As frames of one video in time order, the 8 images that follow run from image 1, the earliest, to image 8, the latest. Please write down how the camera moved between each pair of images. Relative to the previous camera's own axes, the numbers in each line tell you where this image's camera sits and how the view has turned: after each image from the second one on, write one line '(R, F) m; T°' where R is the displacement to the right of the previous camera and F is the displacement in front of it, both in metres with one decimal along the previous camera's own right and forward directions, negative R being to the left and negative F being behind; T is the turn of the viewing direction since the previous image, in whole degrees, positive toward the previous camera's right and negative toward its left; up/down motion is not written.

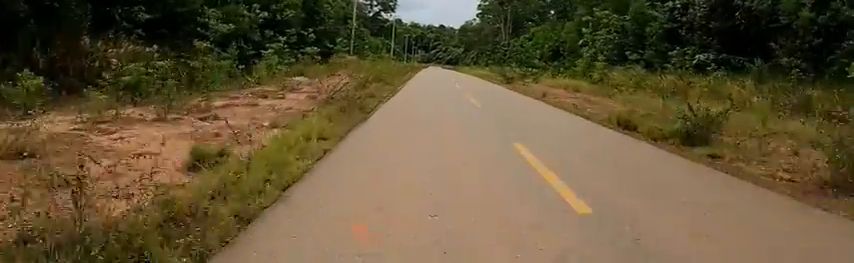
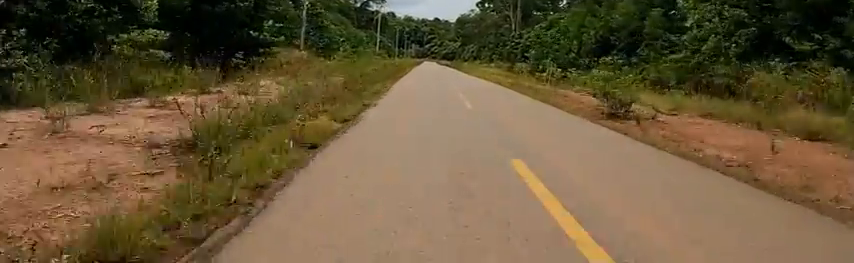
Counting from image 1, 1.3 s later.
(+0.7, +17.0) m; +2°
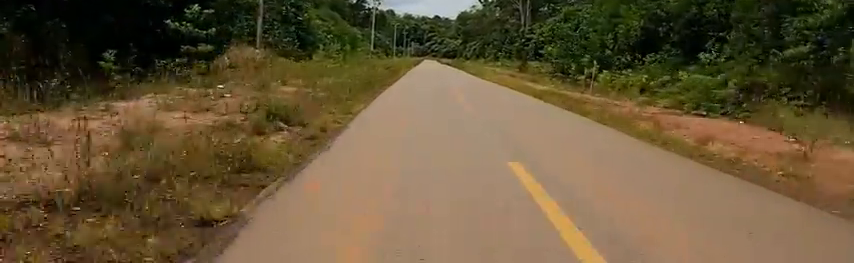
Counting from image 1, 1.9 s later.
(0.0, +7.8) m; 0°
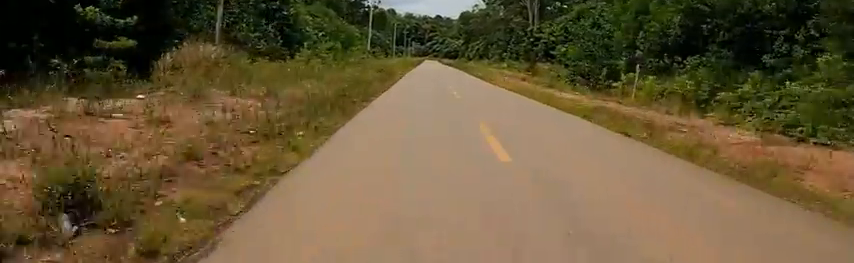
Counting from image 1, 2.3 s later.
(0.0, +5.1) m; 0°
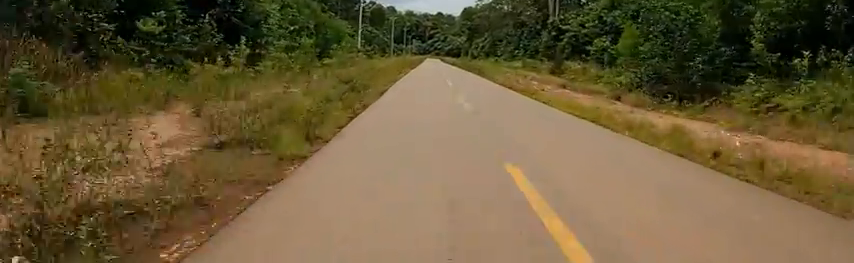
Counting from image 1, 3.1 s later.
(+0.1, +10.2) m; 0°
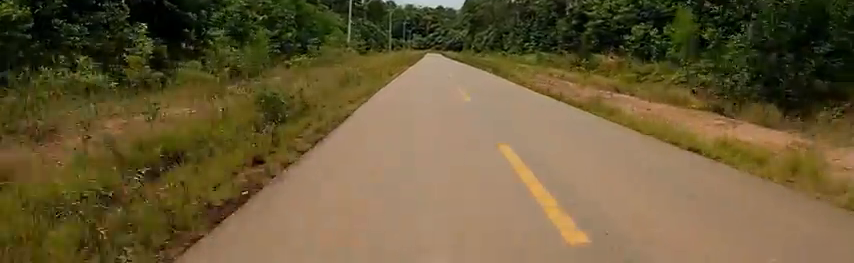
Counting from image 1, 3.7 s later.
(0.0, +7.7) m; 0°
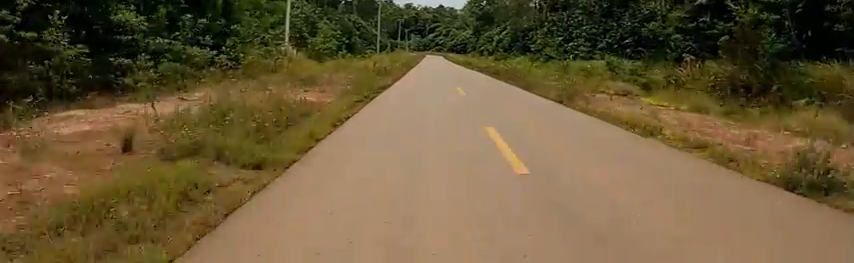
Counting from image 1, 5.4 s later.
(-0.5, +22.1) m; -2°
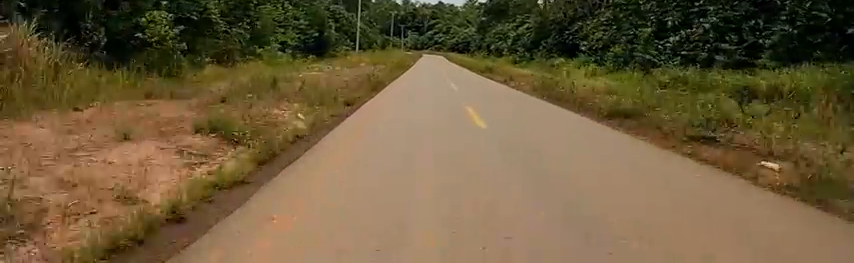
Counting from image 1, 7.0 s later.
(+0.1, +21.3) m; 0°
